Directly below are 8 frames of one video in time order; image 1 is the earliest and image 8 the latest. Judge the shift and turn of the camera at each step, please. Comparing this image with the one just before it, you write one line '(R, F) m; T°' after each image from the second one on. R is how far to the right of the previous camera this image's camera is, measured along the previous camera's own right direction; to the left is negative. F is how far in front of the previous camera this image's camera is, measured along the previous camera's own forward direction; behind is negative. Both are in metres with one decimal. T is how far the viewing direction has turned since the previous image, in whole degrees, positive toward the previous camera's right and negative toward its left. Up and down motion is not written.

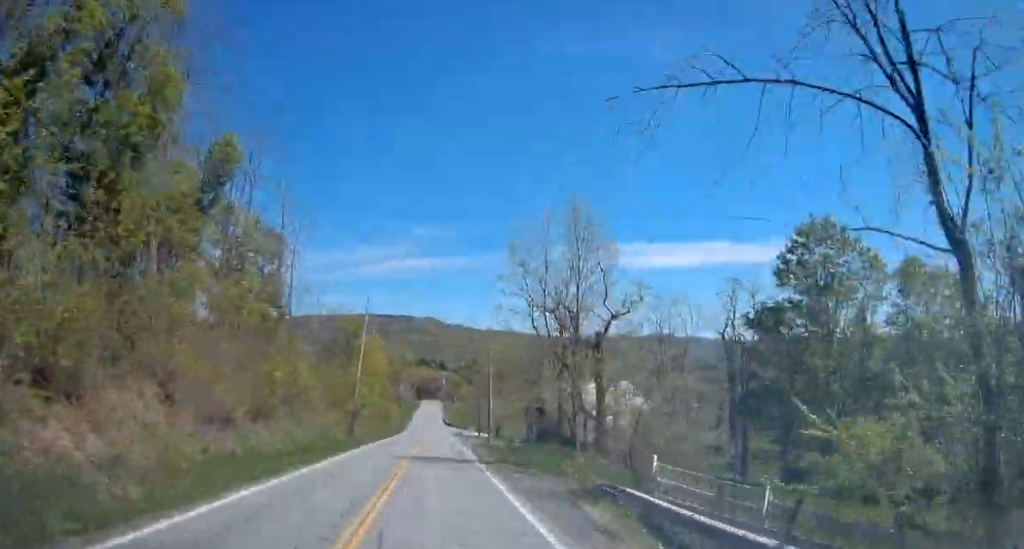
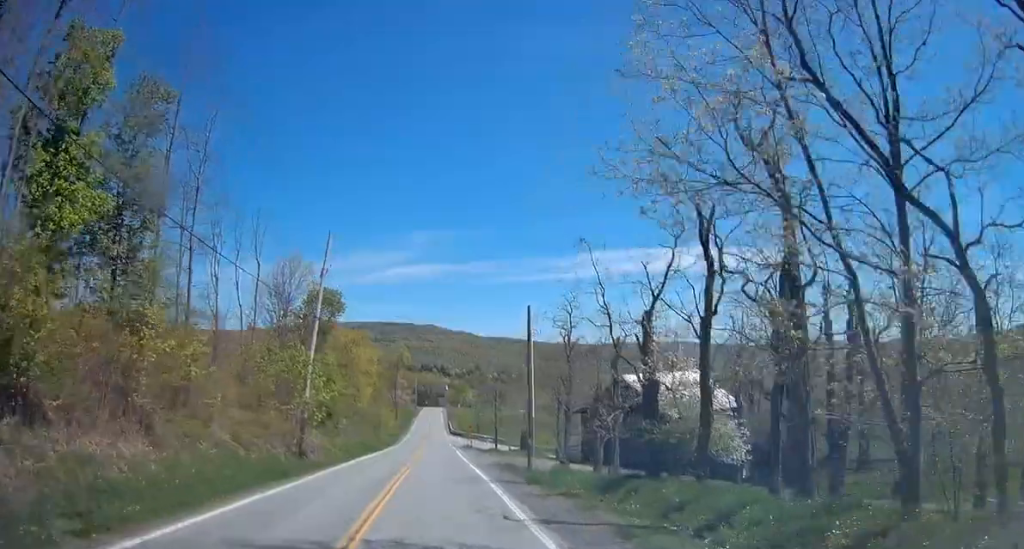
(-0.9, +20.1) m; -2°
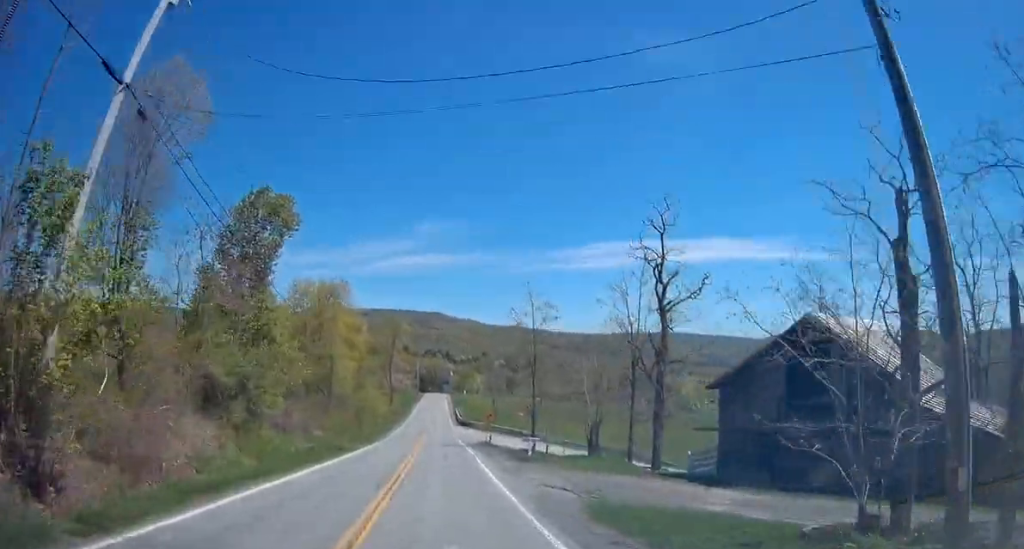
(+0.2, +23.0) m; 0°
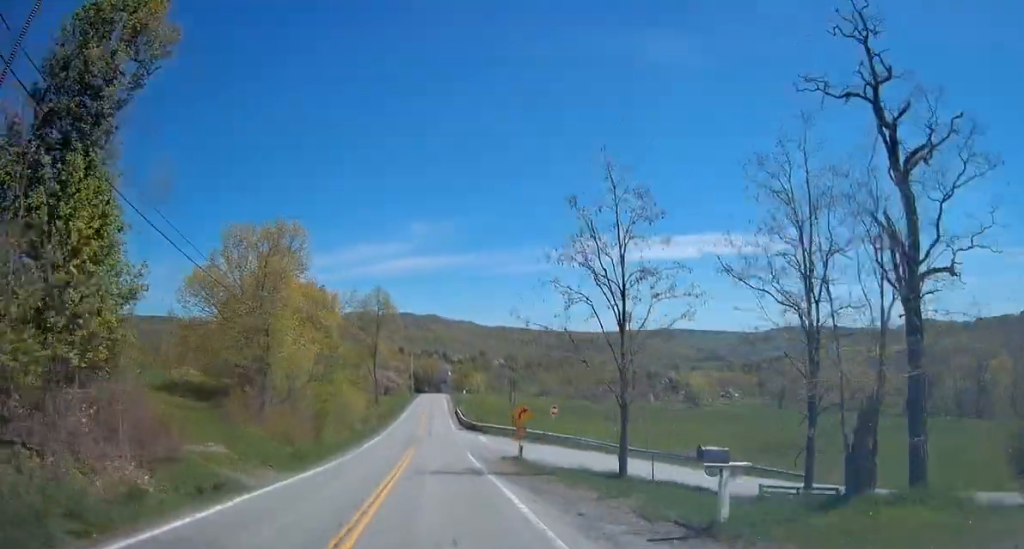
(-0.5, +21.7) m; 0°
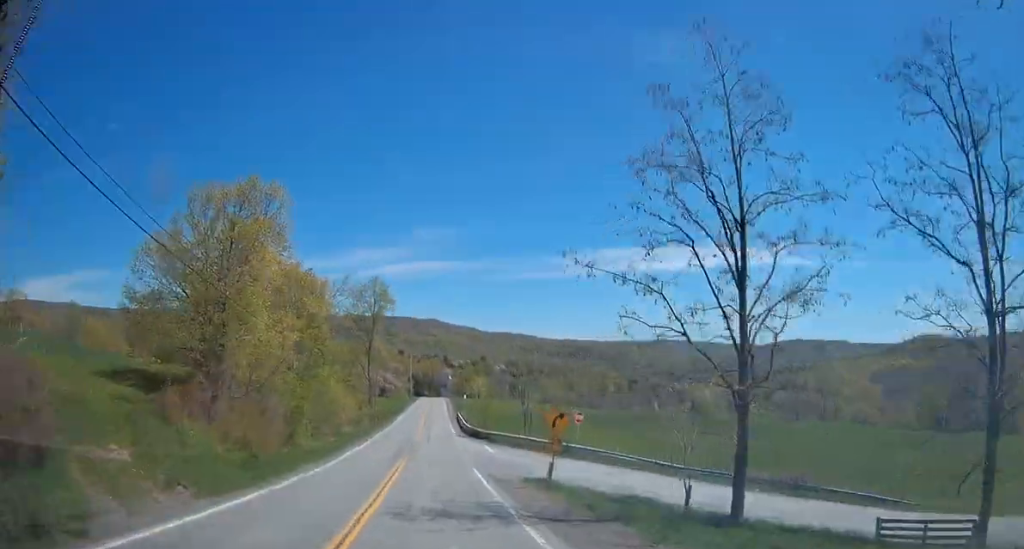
(+0.2, +8.7) m; 0°
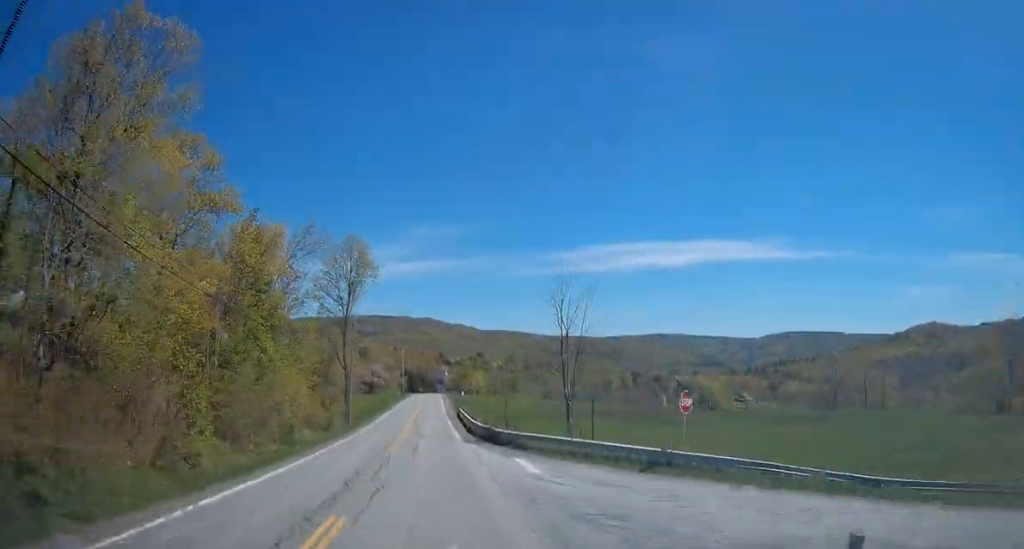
(+0.2, +17.8) m; 0°
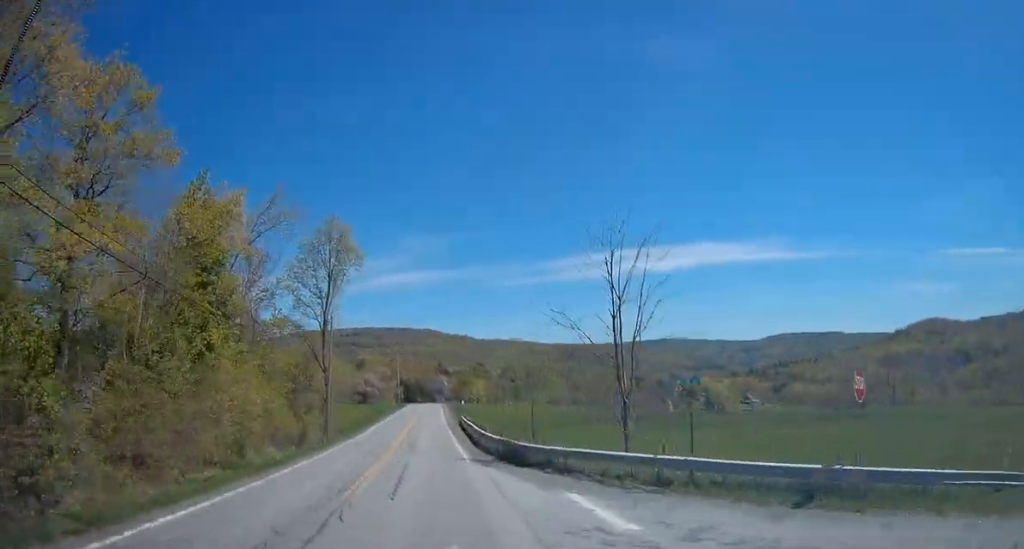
(-0.1, +9.7) m; 0°
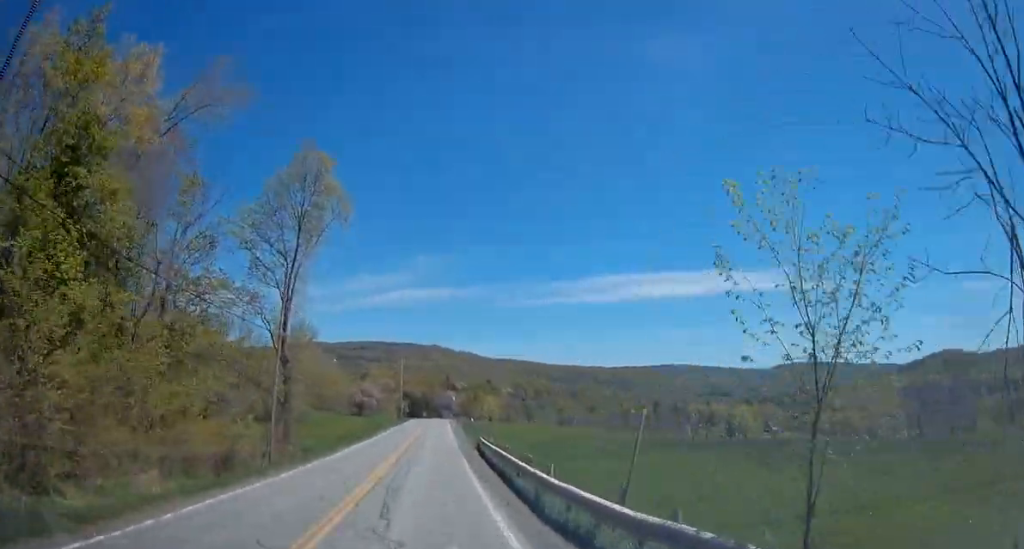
(+0.2, +16.5) m; -1°
